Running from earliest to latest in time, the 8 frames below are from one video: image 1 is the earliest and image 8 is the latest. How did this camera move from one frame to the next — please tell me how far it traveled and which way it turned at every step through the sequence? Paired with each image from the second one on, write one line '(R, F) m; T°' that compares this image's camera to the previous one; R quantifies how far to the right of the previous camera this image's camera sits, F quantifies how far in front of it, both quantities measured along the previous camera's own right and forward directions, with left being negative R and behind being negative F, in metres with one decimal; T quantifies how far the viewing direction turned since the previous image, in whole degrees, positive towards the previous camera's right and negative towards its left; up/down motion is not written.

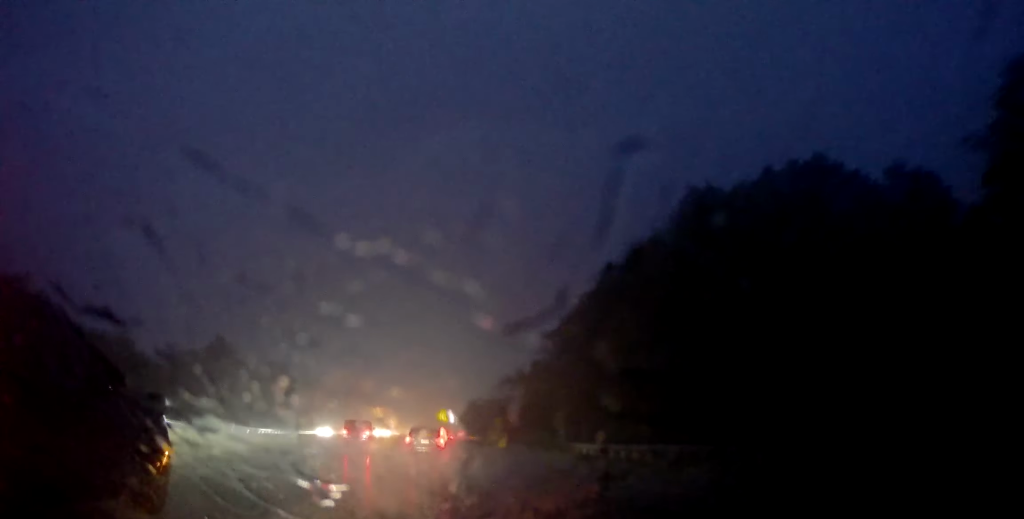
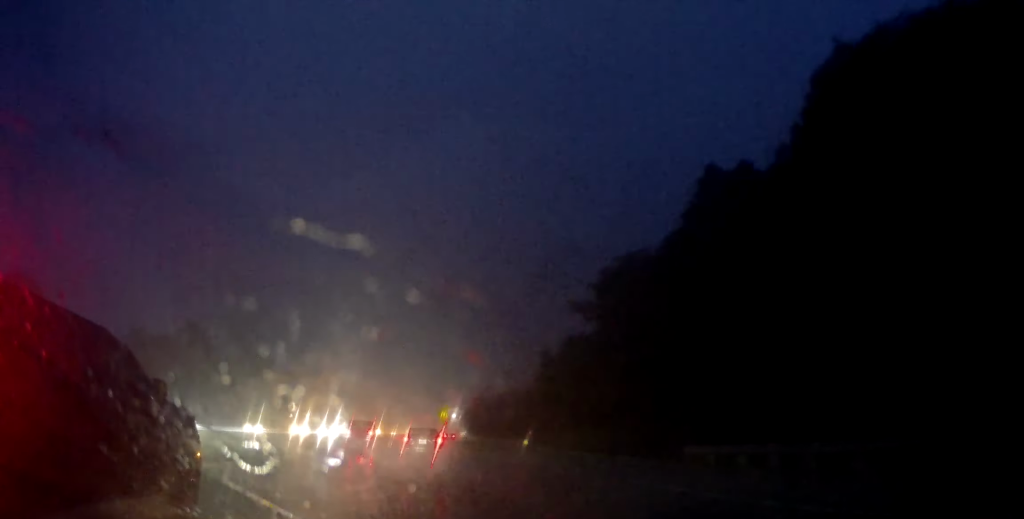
(-1.1, +21.2) m; -2°
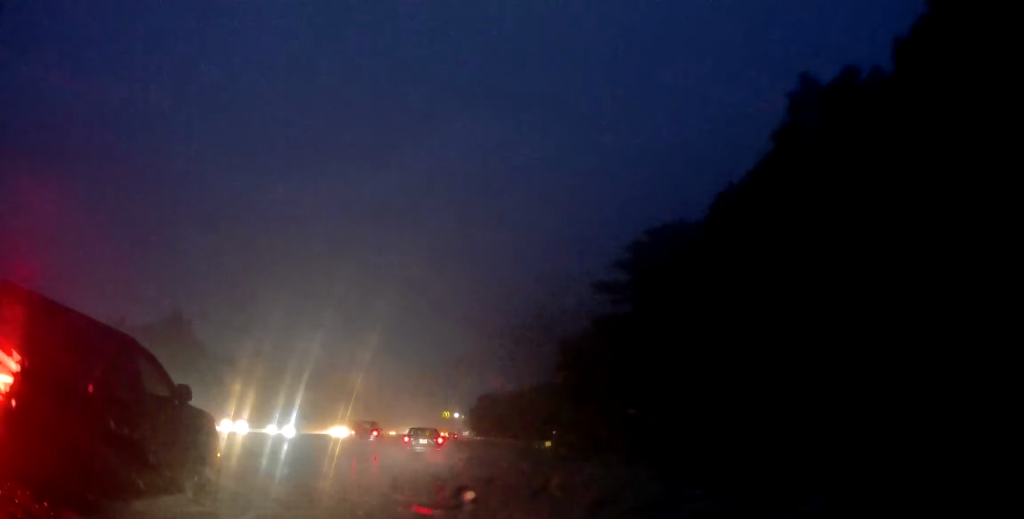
(+0.3, +11.0) m; +1°
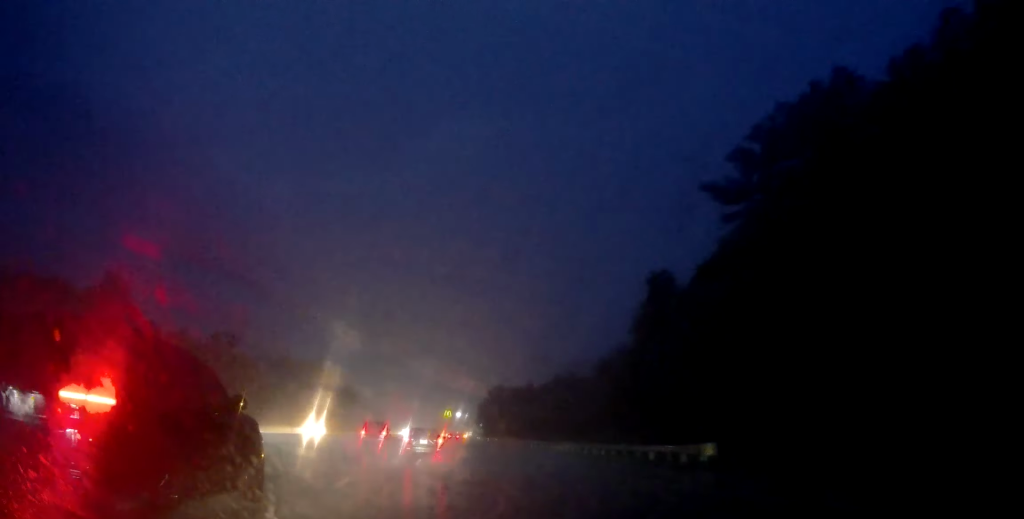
(+0.3, +30.3) m; +1°
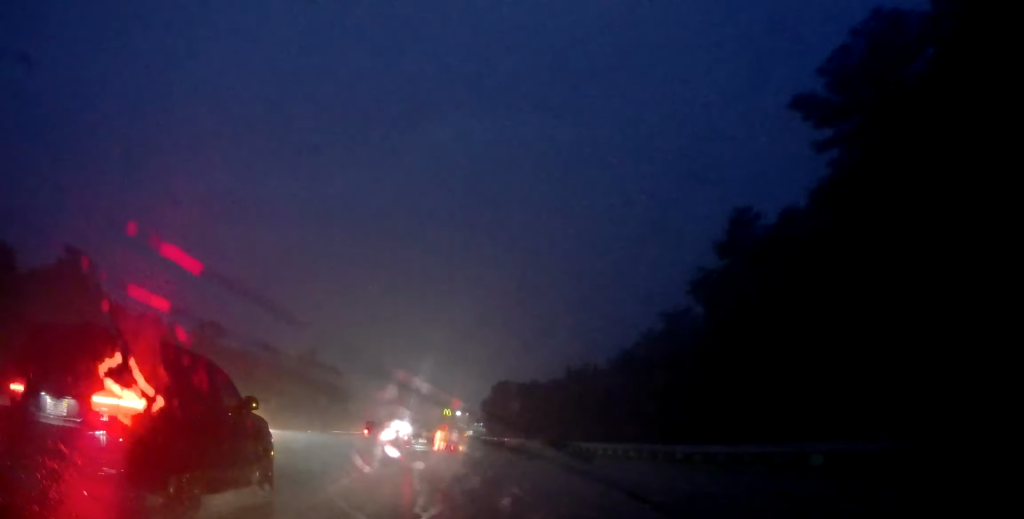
(+0.1, +13.0) m; 0°
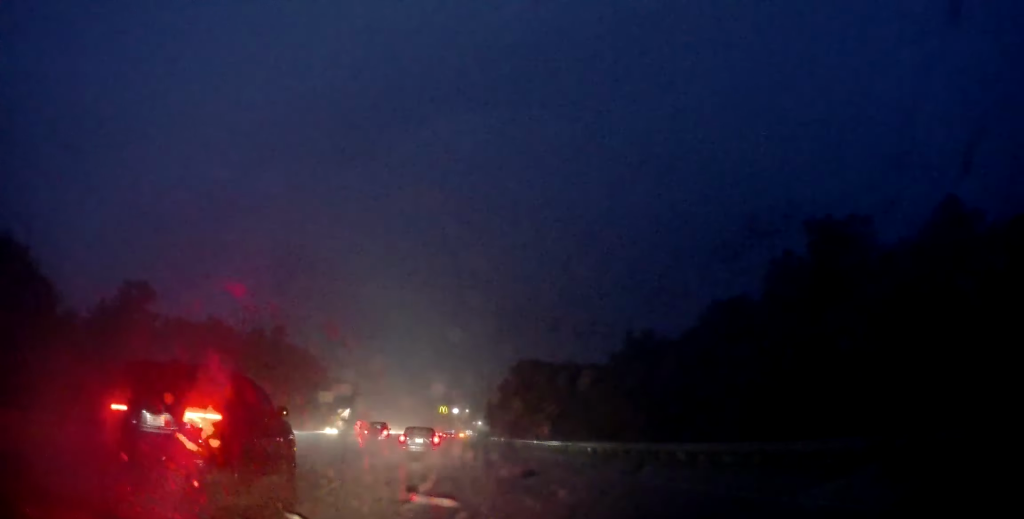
(-0.6, +37.9) m; -2°
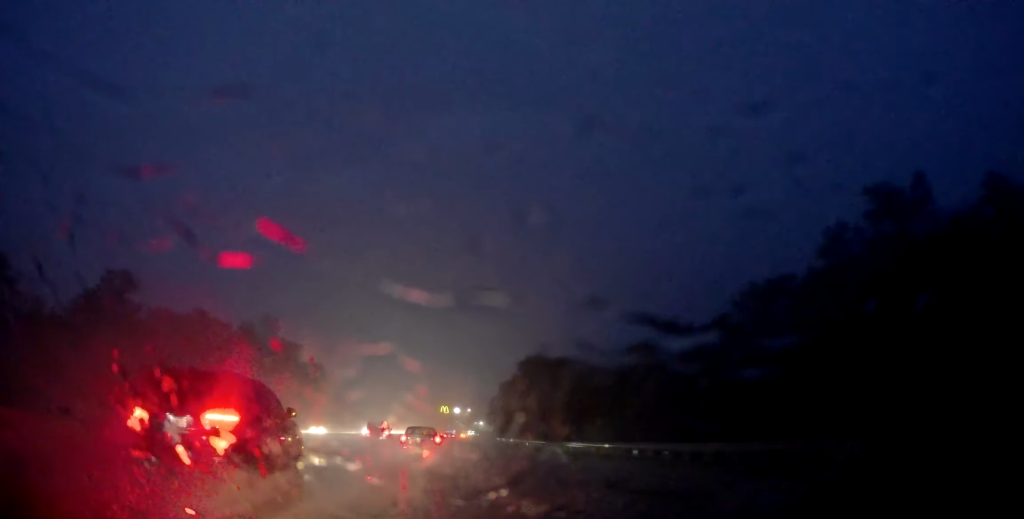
(-0.2, +8.1) m; 0°
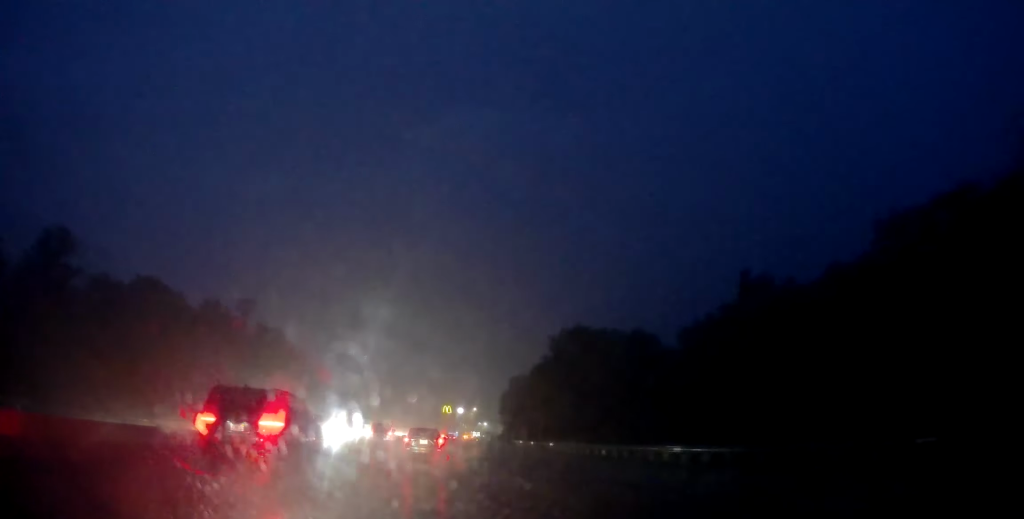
(+0.6, +22.4) m; +3°
